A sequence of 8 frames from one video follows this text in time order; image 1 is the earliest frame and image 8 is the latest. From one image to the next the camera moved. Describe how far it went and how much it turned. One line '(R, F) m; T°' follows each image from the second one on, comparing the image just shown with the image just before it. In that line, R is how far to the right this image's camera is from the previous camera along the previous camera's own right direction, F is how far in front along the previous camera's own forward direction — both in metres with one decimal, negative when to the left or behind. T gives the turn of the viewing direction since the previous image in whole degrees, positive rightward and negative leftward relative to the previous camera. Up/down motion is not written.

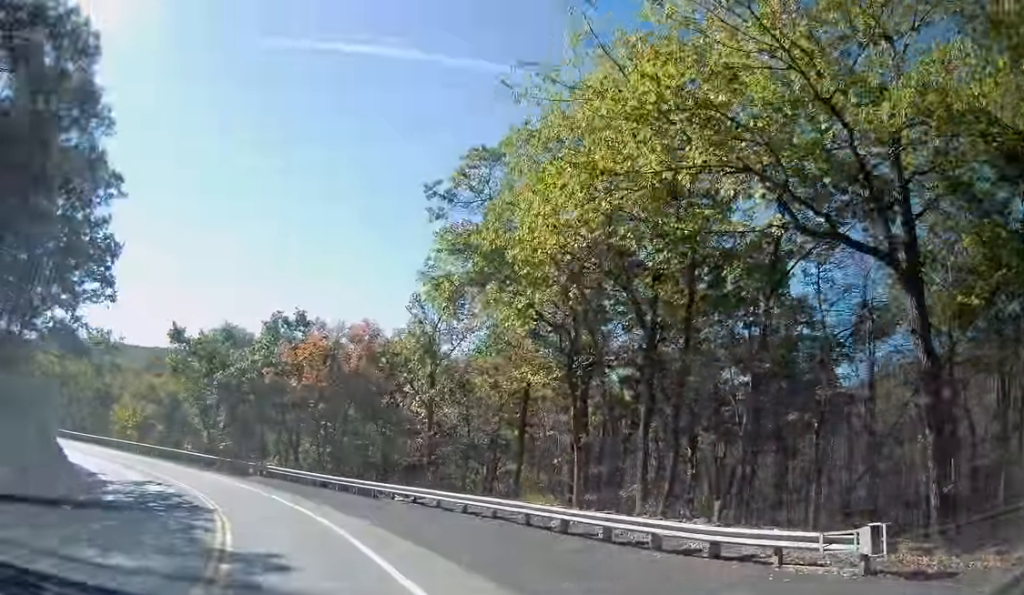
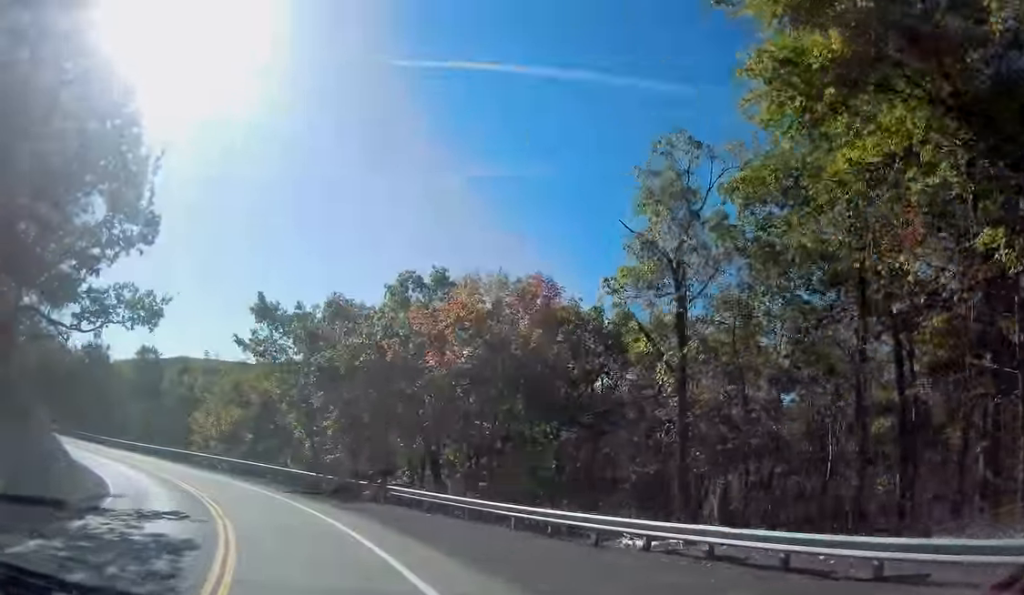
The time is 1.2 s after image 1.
(-1.4, +15.2) m; -12°
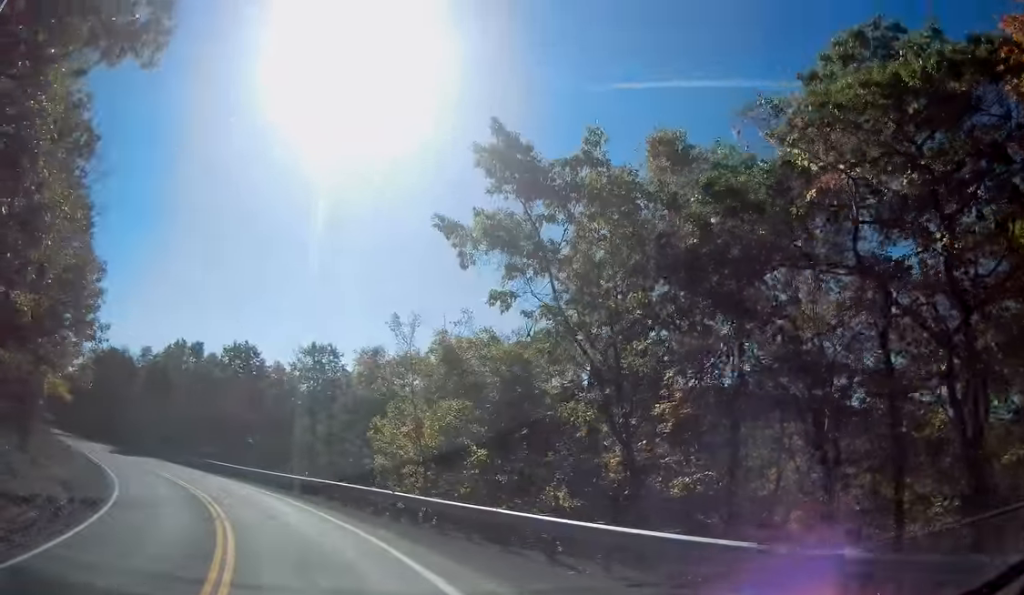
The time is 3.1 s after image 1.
(-4.5, +24.1) m; -21°
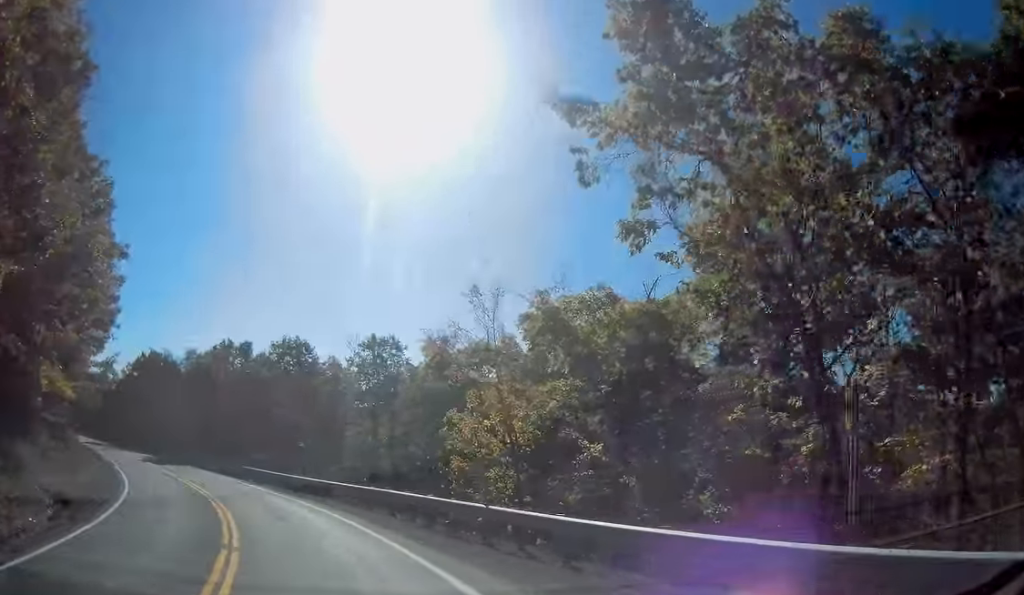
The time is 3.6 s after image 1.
(-0.2, +6.4) m; -6°
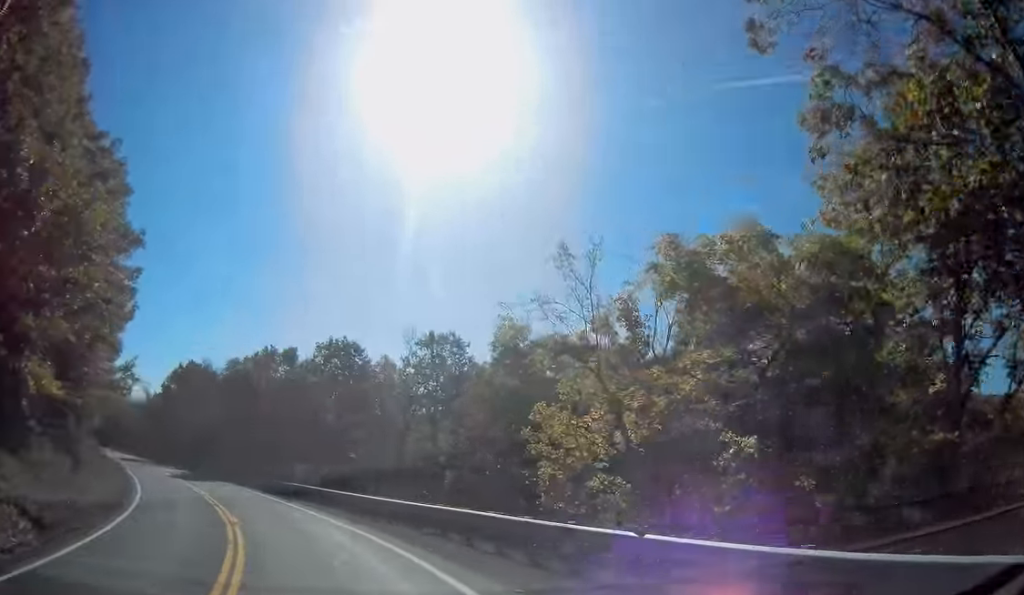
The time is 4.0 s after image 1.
(-0.3, +5.7) m; -5°
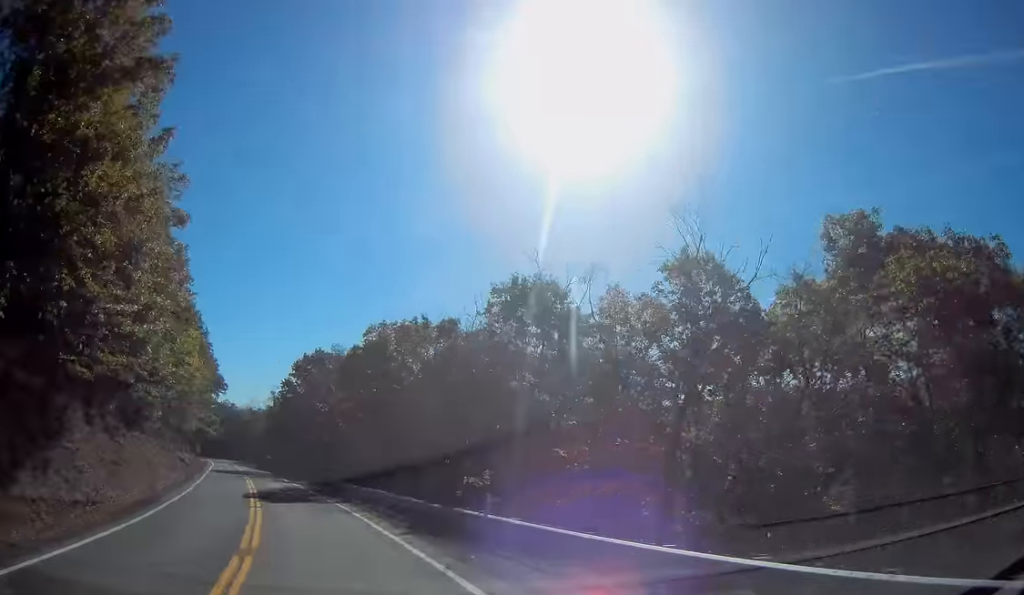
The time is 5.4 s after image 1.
(-2.4, +18.7) m; -14°
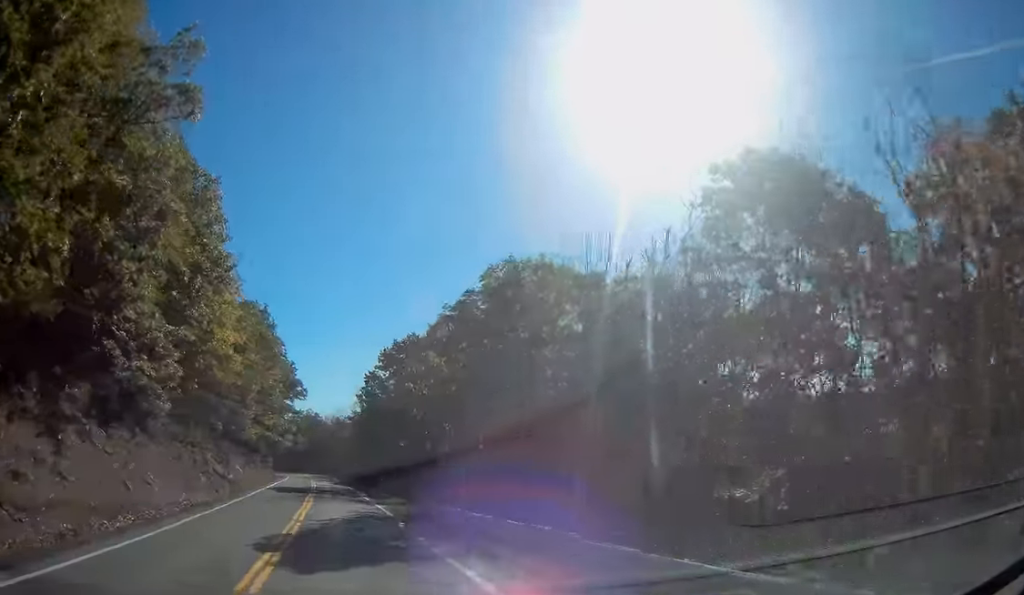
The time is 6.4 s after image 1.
(-1.2, +15.1) m; -7°
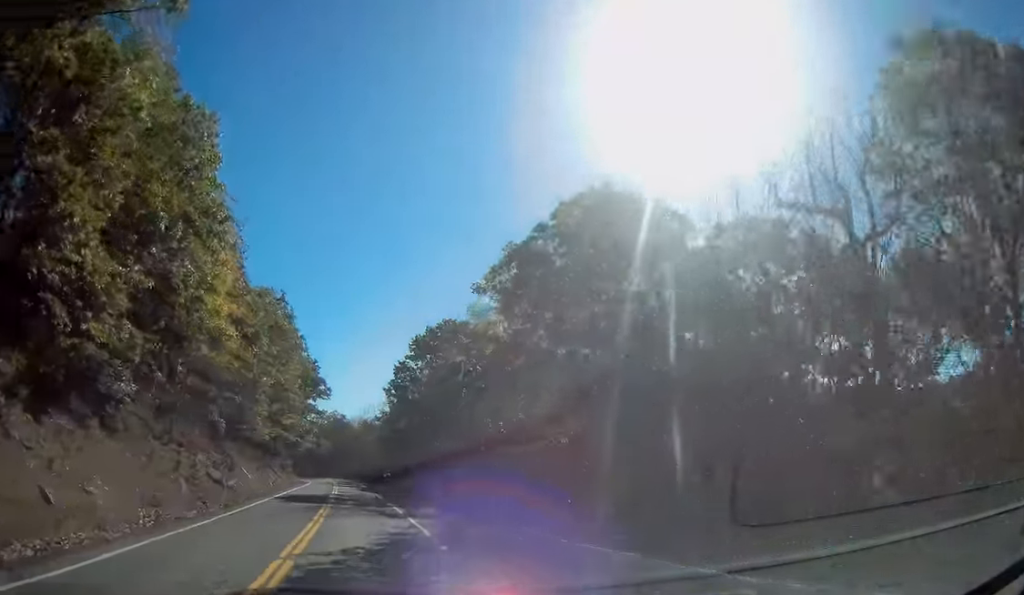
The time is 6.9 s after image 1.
(-0.2, +7.7) m; -2°
